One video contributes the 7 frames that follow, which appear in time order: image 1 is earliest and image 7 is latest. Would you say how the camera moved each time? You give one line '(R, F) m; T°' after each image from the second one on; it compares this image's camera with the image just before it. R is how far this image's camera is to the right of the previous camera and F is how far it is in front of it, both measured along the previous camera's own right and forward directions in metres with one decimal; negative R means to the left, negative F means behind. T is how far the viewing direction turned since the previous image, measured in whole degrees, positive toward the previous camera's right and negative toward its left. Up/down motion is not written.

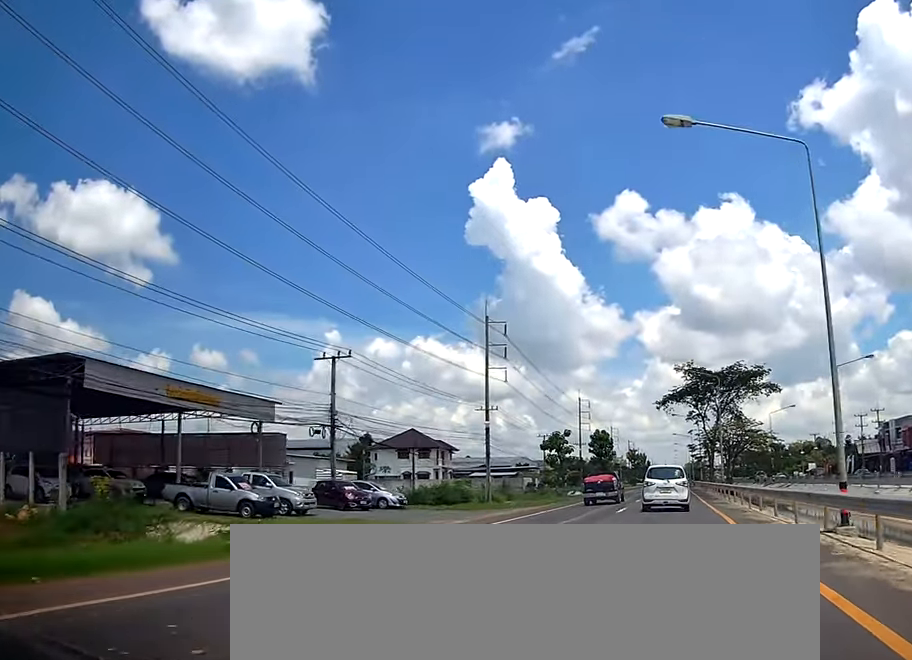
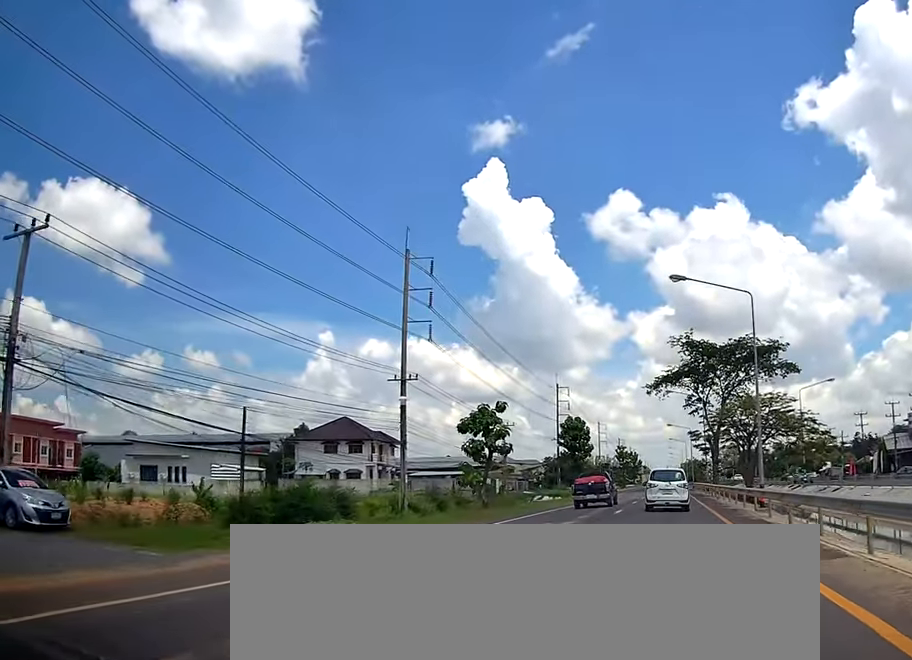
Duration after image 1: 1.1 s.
(-0.1, +23.3) m; 0°
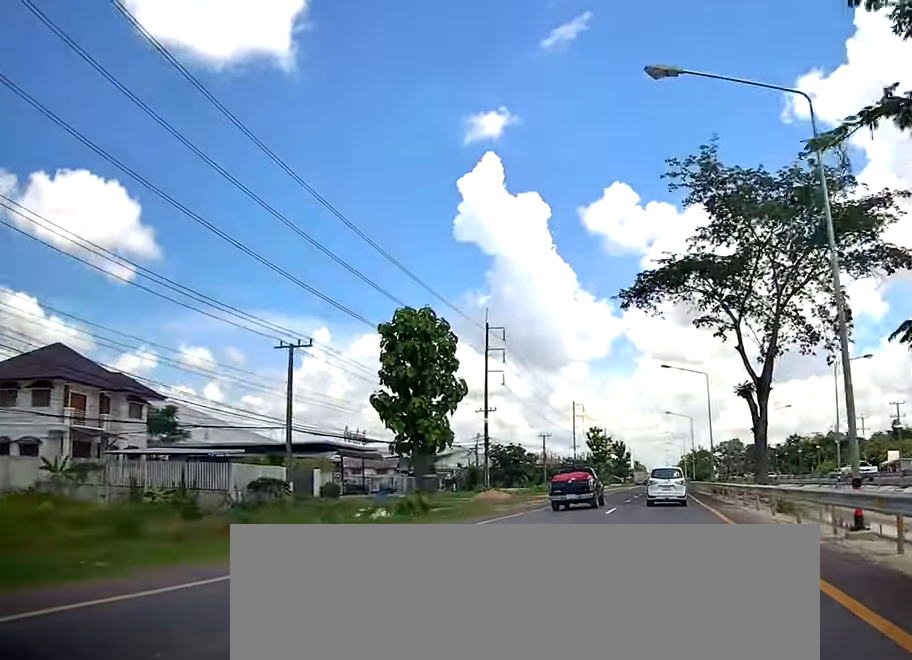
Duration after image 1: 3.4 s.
(0.0, +49.1) m; 0°
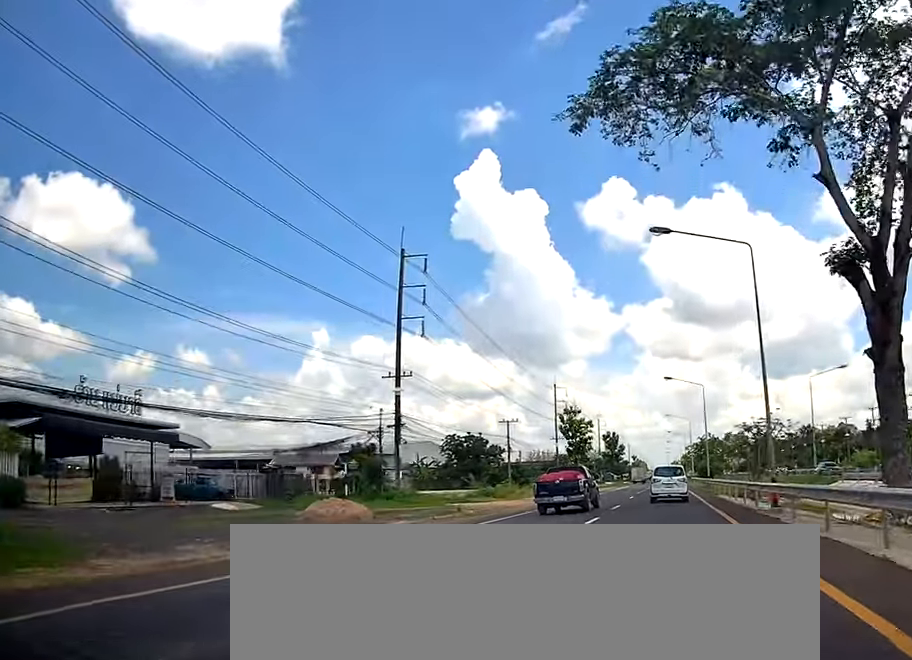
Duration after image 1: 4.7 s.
(0.0, +26.7) m; 0°
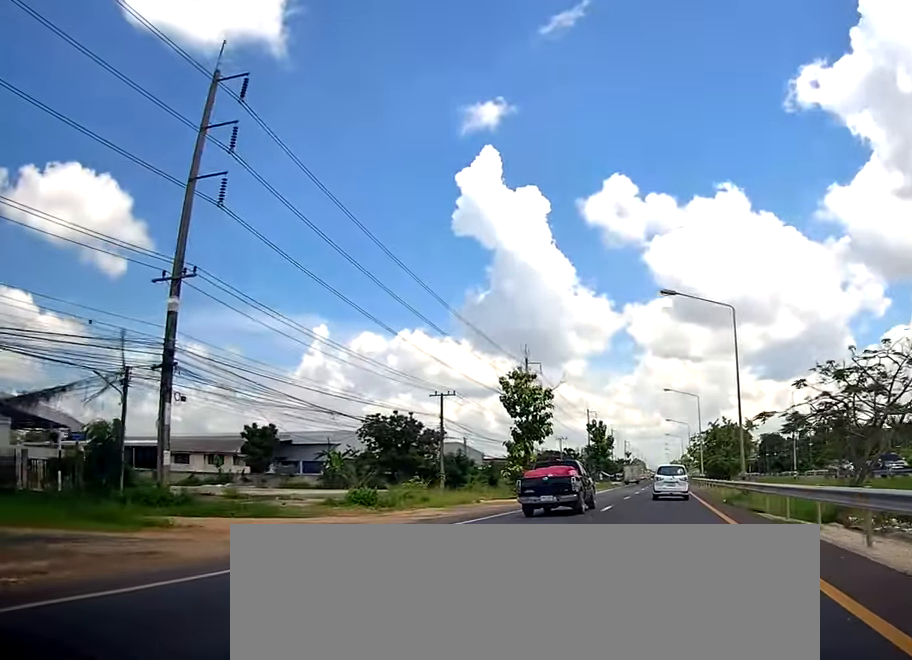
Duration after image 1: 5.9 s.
(-0.1, +26.9) m; 0°
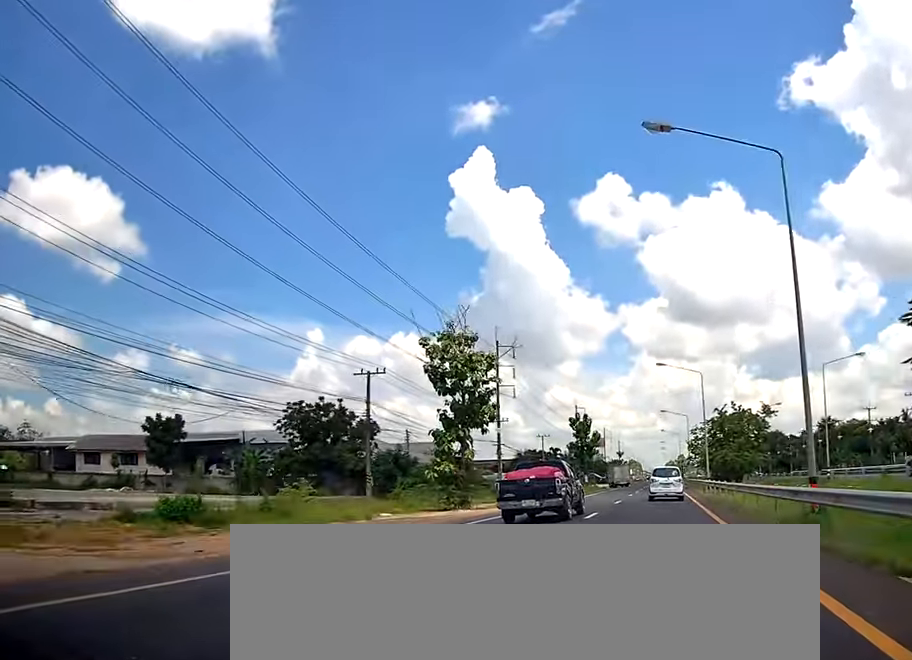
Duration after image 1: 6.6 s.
(+0.2, +15.5) m; 0°
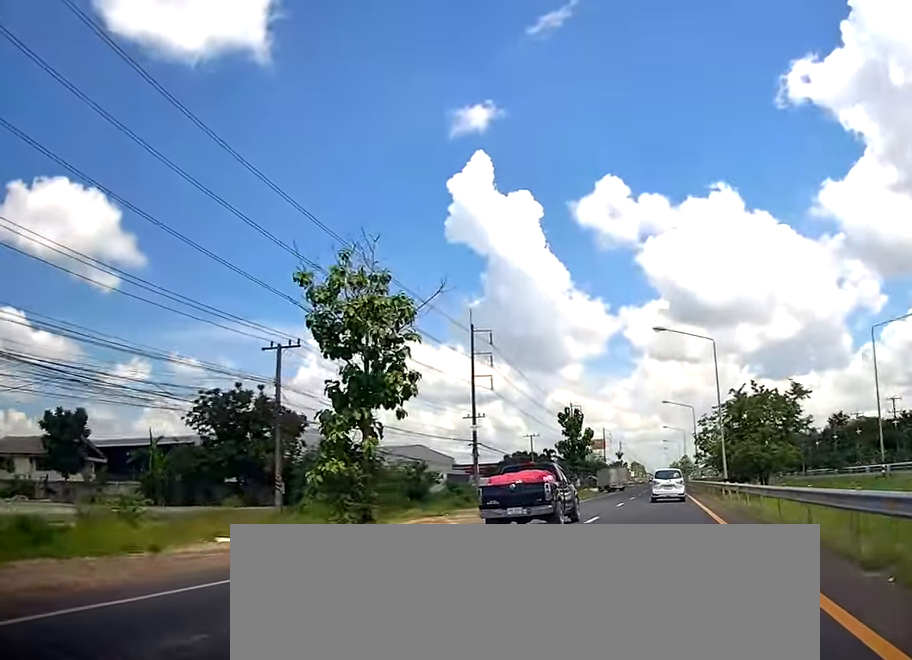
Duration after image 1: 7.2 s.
(+0.1, +12.7) m; 0°
